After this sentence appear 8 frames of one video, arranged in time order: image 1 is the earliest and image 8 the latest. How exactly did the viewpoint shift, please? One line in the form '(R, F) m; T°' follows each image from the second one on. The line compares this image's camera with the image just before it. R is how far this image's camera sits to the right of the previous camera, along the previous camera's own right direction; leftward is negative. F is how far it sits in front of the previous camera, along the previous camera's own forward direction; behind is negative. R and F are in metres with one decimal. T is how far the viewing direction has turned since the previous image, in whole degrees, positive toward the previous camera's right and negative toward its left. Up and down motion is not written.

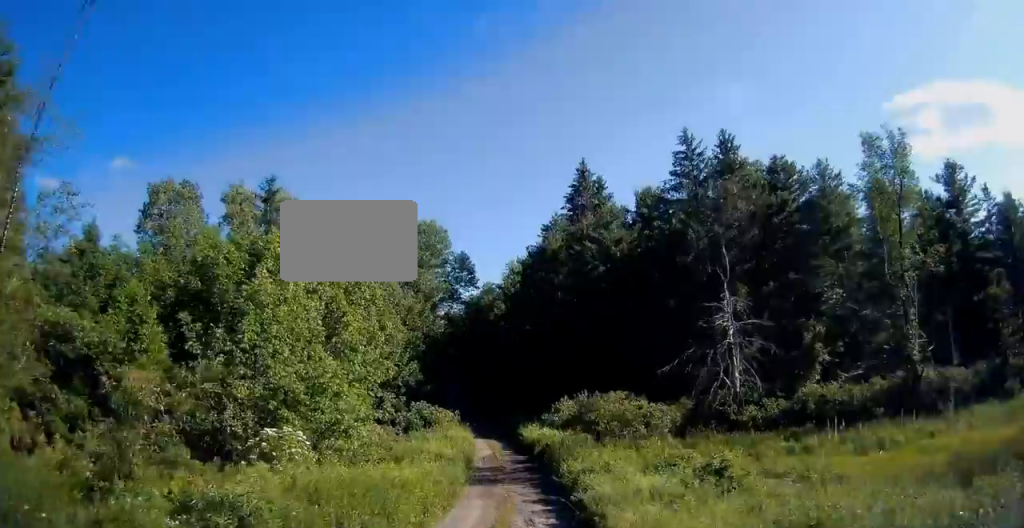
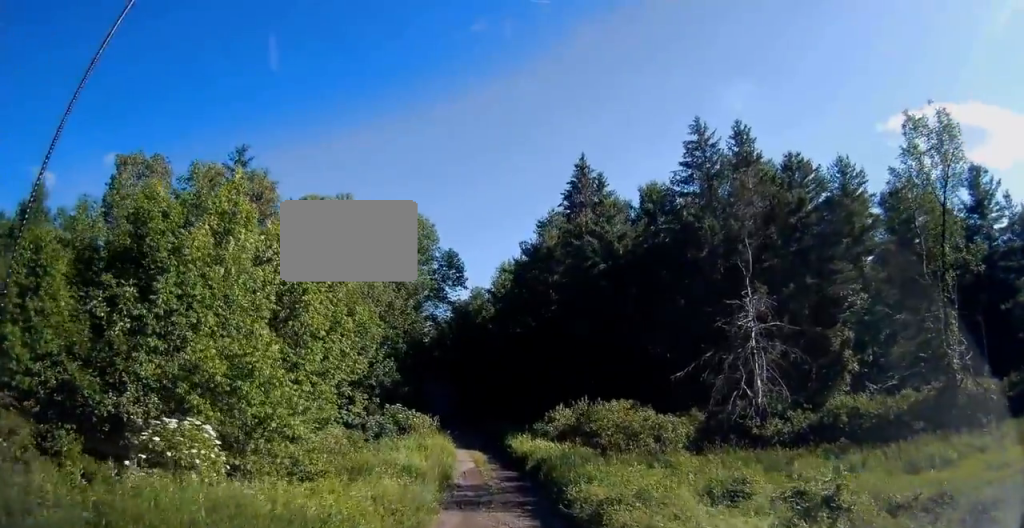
(0.0, +3.0) m; +1°
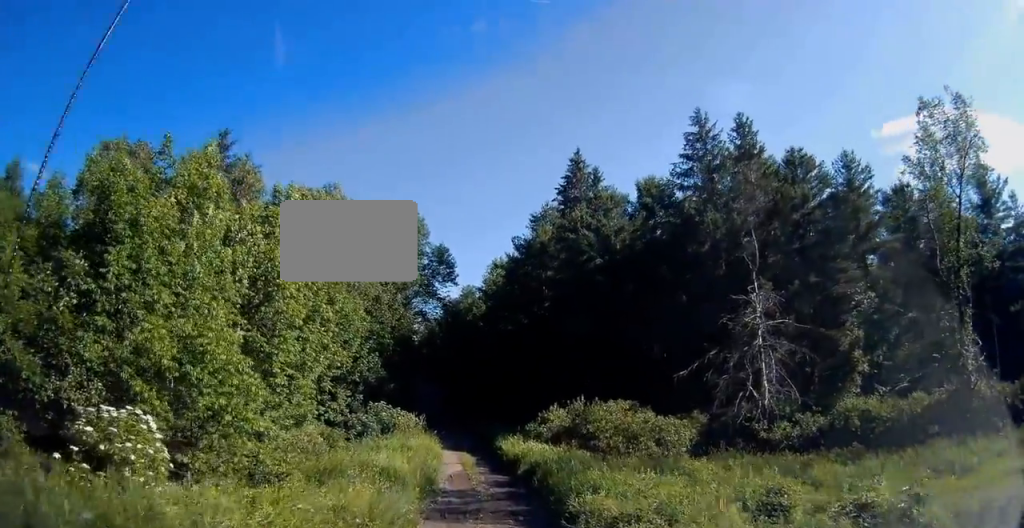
(0.0, +1.2) m; 0°
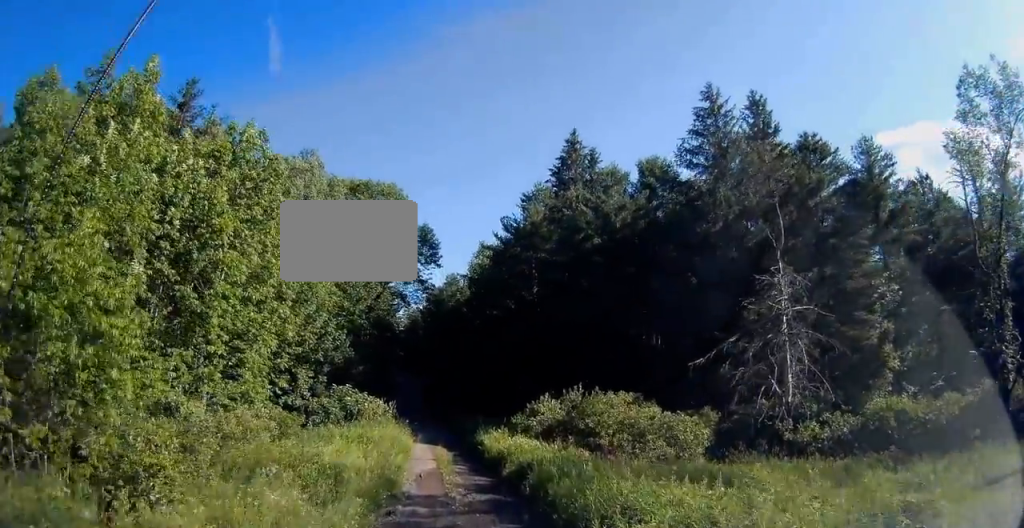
(0.0, +3.4) m; 0°
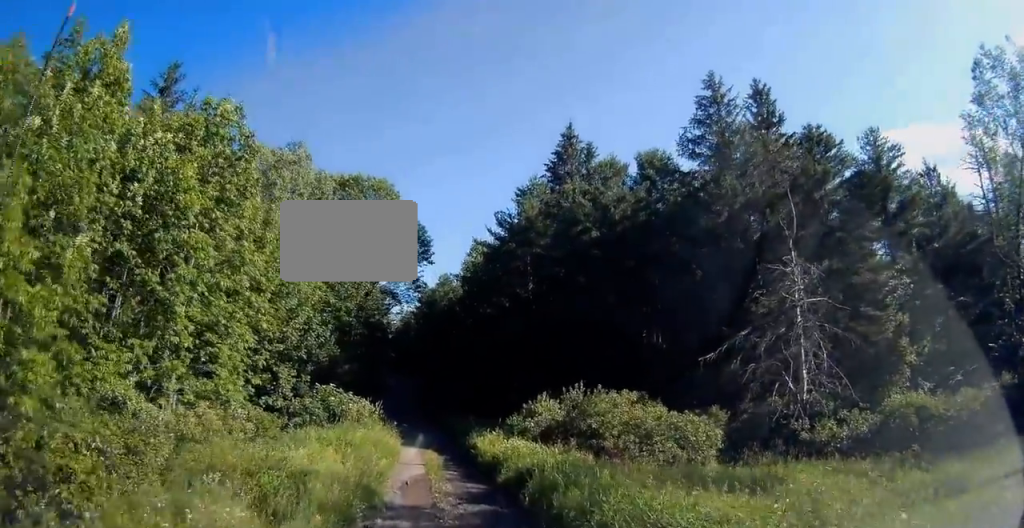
(0.0, +1.6) m; 0°
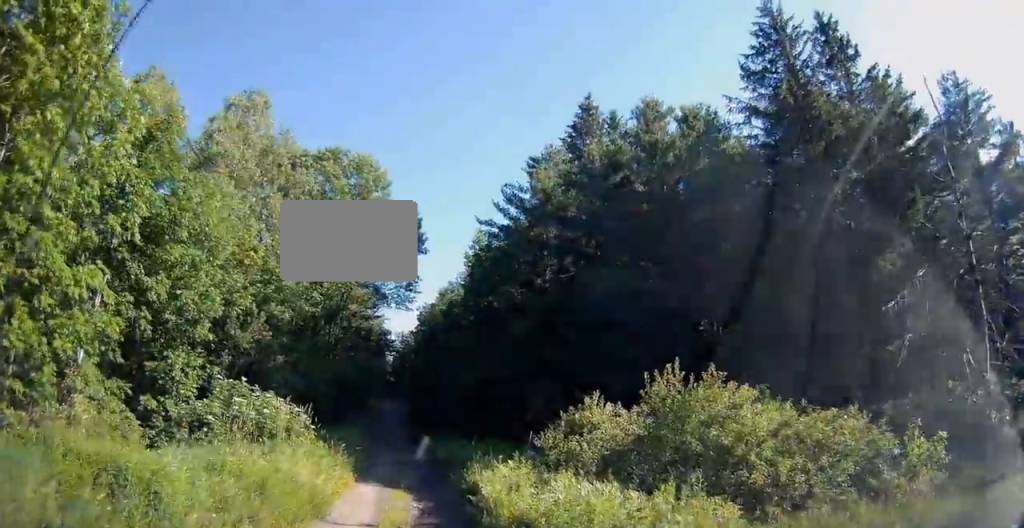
(0.0, +12.1) m; 0°
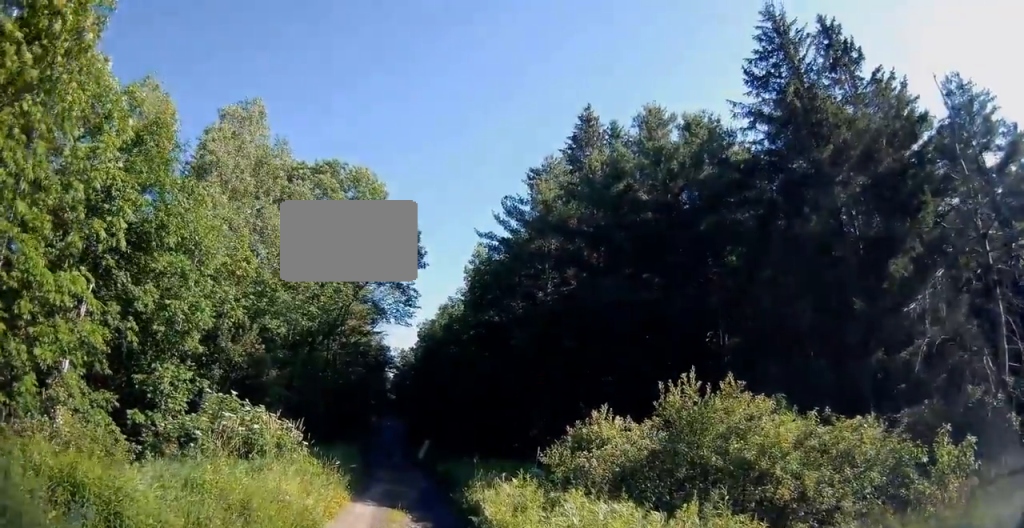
(0.0, +1.5) m; 0°
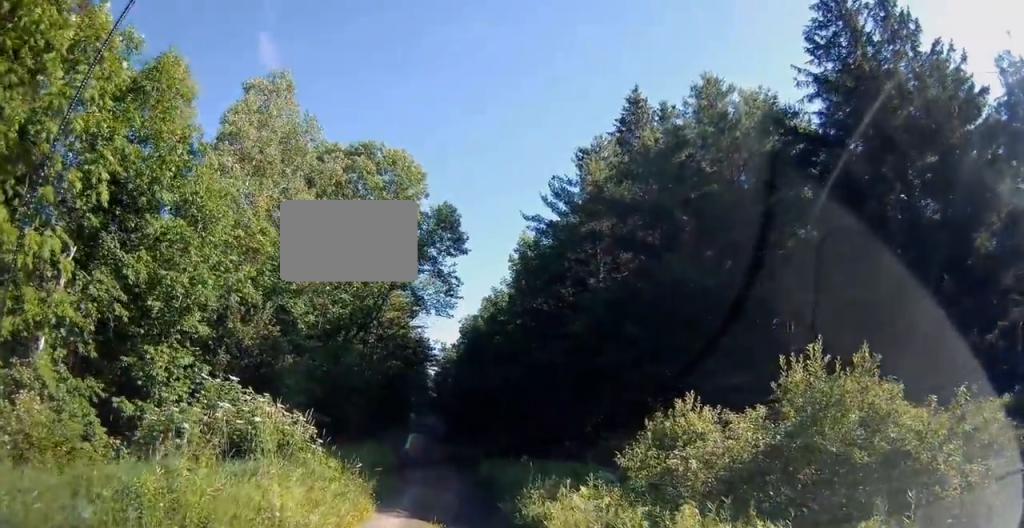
(0.0, +4.3) m; 0°
